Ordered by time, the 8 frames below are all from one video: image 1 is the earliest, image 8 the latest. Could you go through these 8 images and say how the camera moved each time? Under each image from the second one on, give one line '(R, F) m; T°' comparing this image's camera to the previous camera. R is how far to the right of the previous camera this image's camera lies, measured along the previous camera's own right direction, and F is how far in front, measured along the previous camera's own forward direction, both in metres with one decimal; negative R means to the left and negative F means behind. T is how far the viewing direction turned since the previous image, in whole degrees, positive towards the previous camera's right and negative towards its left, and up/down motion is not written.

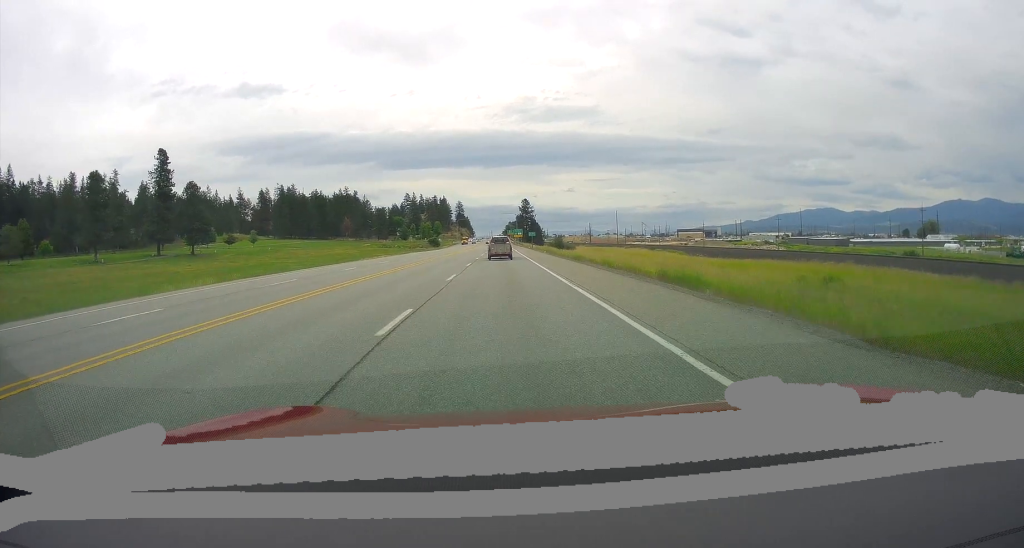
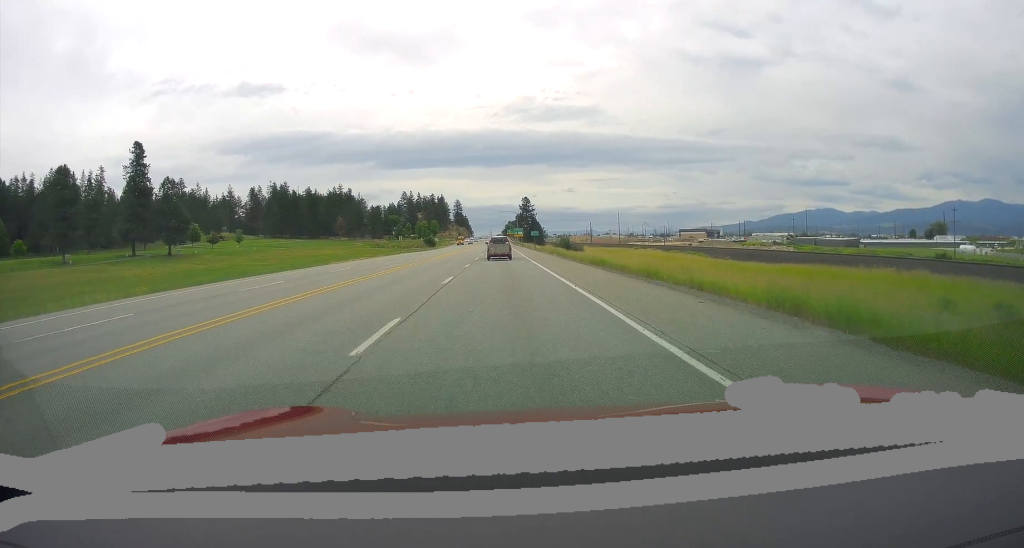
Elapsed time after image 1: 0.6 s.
(+0.4, +14.0) m; -1°
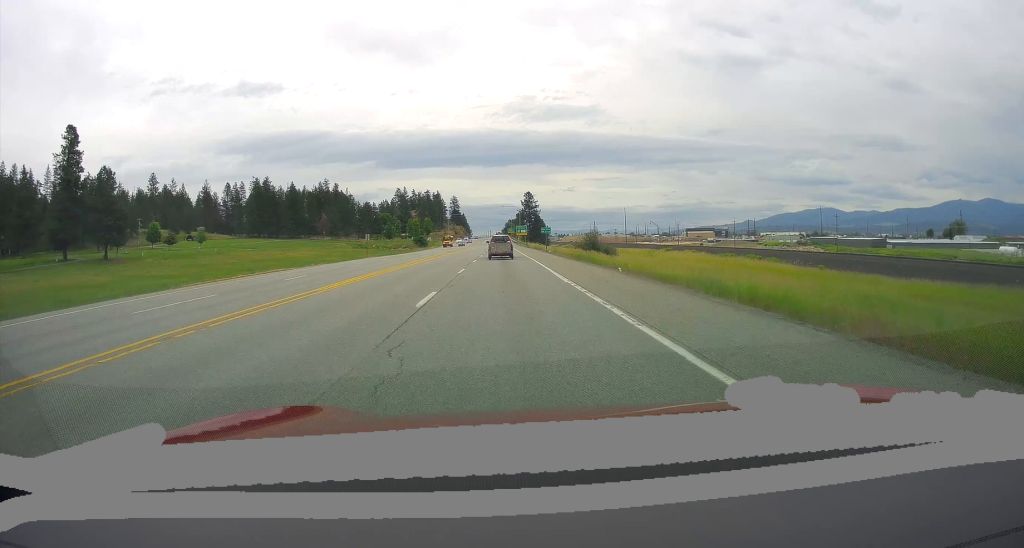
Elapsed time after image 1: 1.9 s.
(-1.0, +31.2) m; -1°
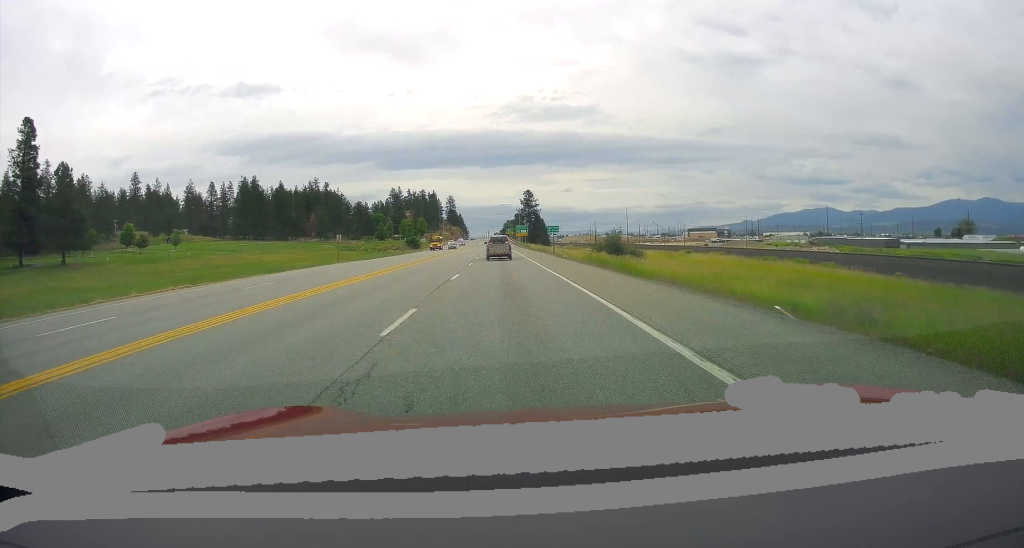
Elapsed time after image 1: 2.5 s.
(+0.3, +16.3) m; +2°
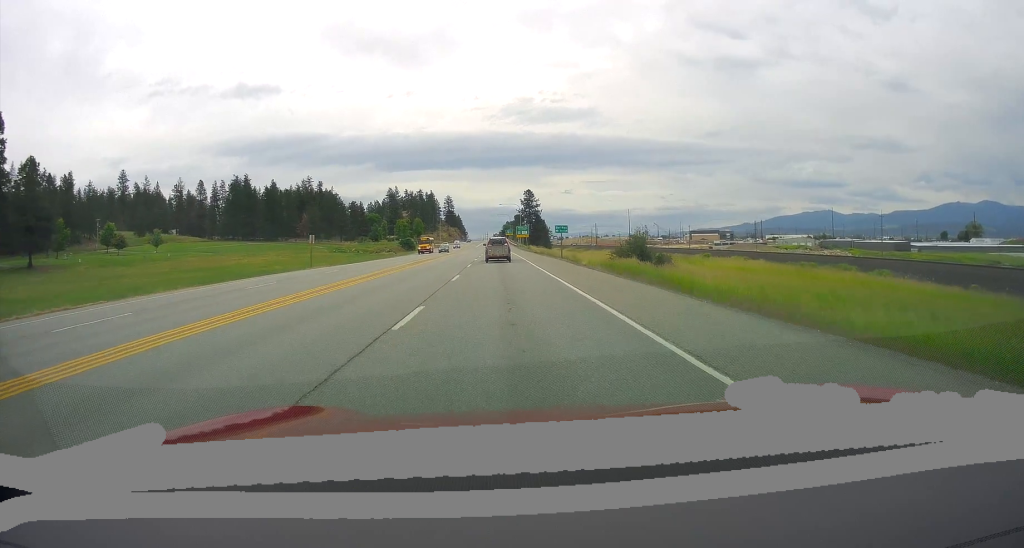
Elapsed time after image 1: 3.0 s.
(+0.1, +11.2) m; 0°
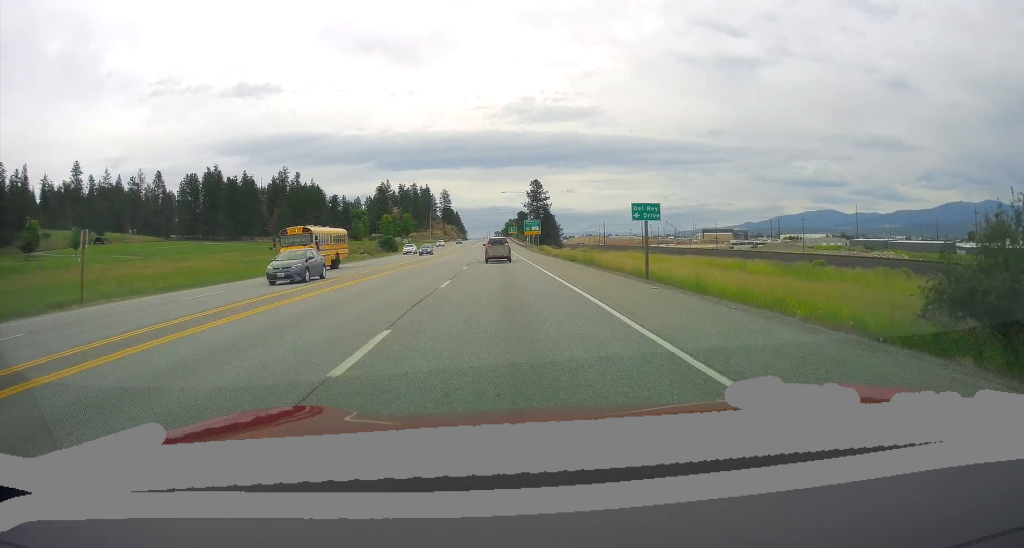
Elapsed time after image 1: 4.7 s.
(-0.3, +40.5) m; -1°
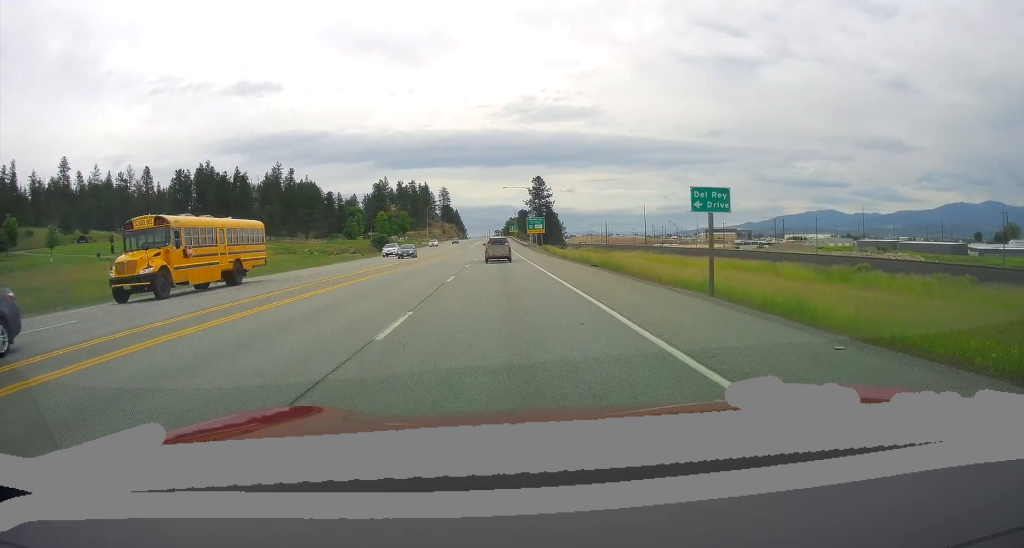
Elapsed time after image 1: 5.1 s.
(0.0, +10.1) m; 0°
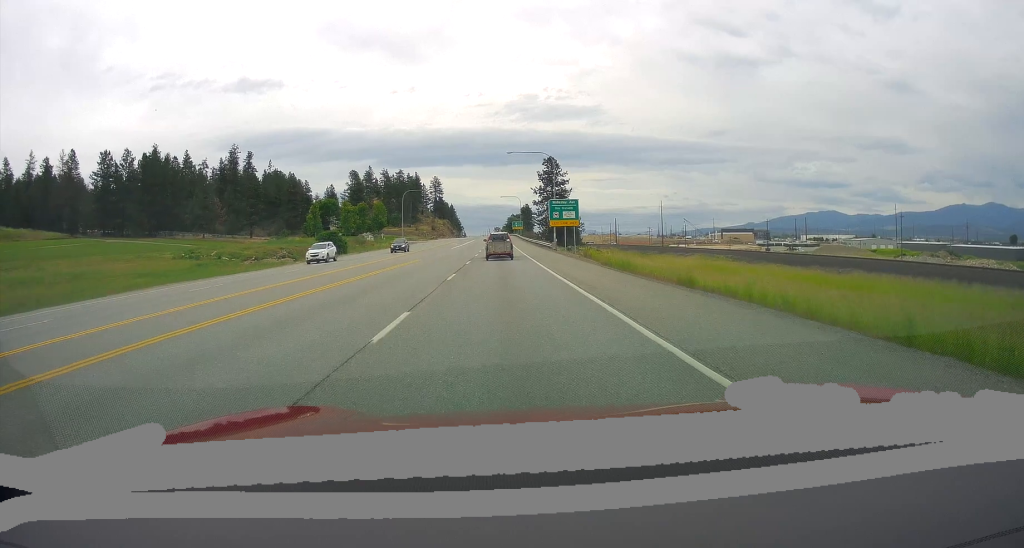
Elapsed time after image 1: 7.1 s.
(+0.2, +49.8) m; 0°
